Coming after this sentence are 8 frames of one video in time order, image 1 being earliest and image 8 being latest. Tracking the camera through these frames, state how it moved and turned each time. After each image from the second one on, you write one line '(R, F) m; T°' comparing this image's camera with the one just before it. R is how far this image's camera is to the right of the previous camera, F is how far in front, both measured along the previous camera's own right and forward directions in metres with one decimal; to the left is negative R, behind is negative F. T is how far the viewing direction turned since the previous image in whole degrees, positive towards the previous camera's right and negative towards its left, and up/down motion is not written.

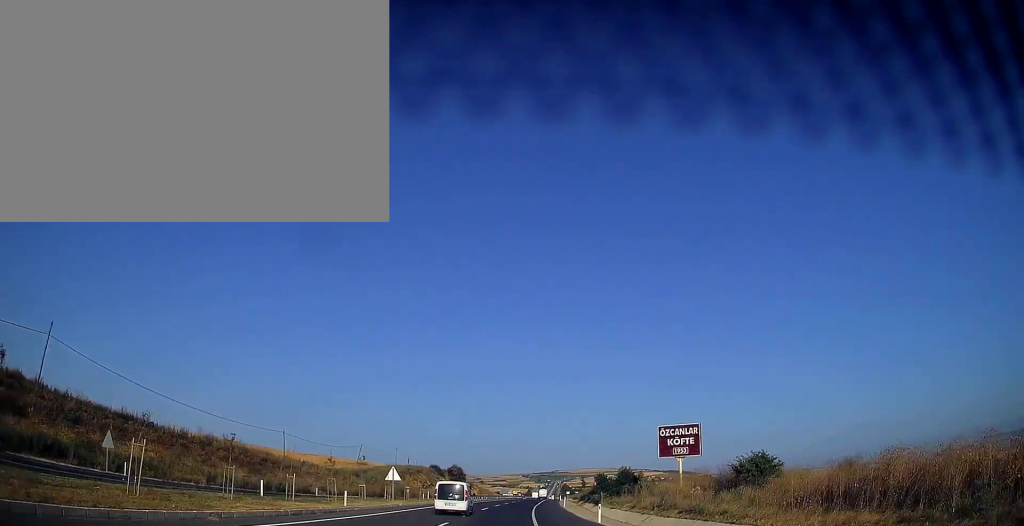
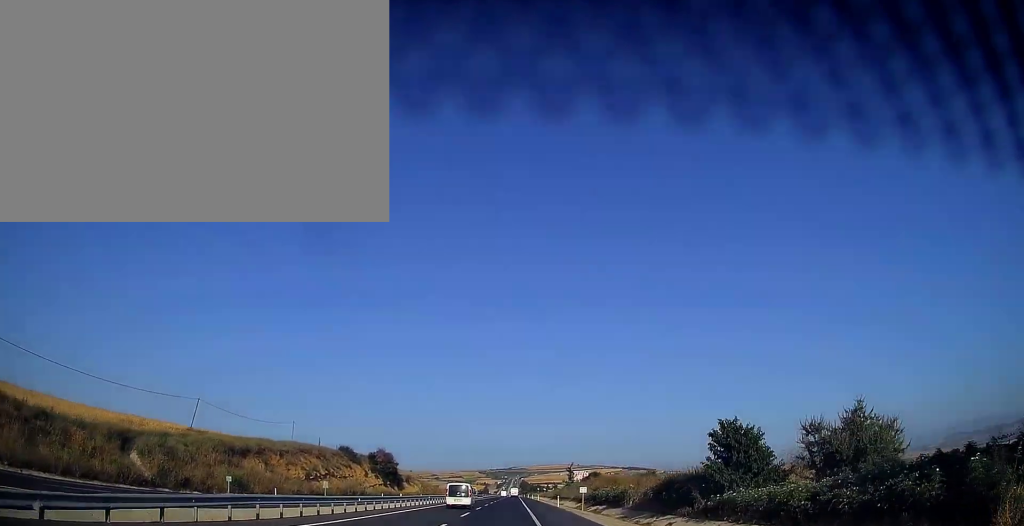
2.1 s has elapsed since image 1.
(+2.0, +60.7) m; +3°
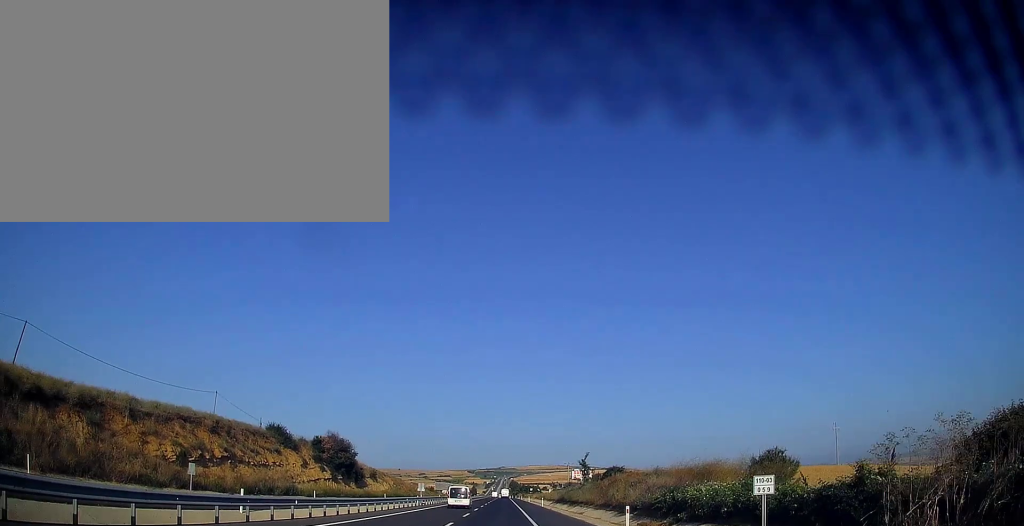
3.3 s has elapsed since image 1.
(+0.5, +33.1) m; +1°
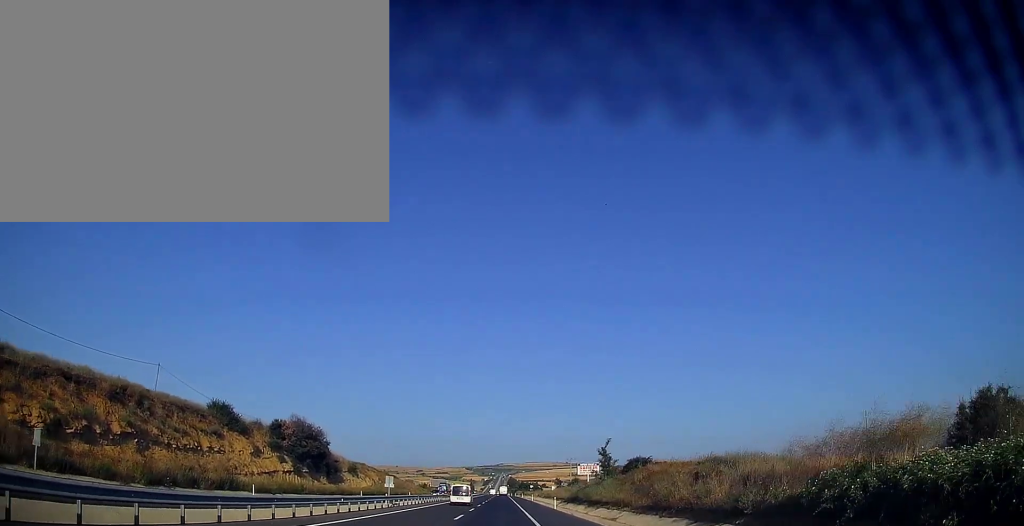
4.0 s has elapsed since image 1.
(+0.1, +18.8) m; 0°
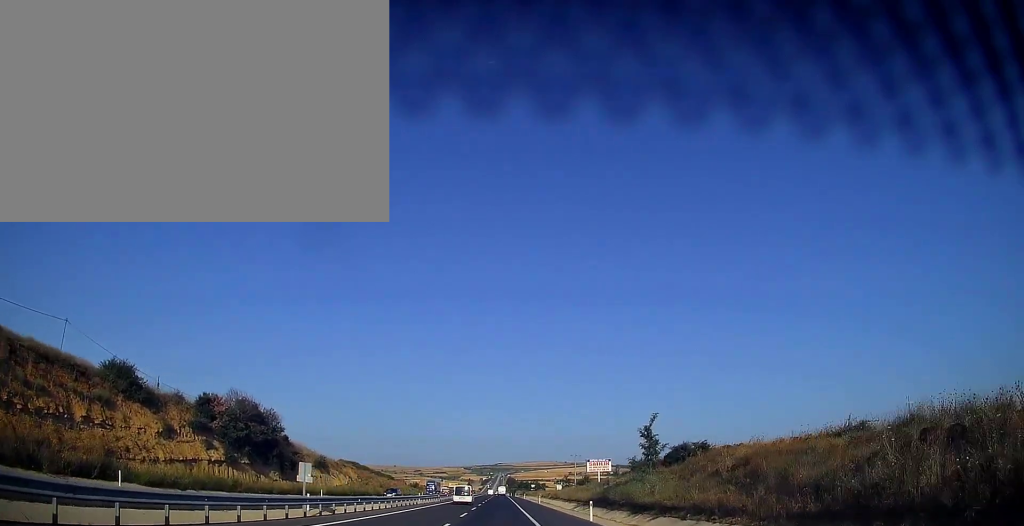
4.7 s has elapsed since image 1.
(+0.1, +20.8) m; 0°
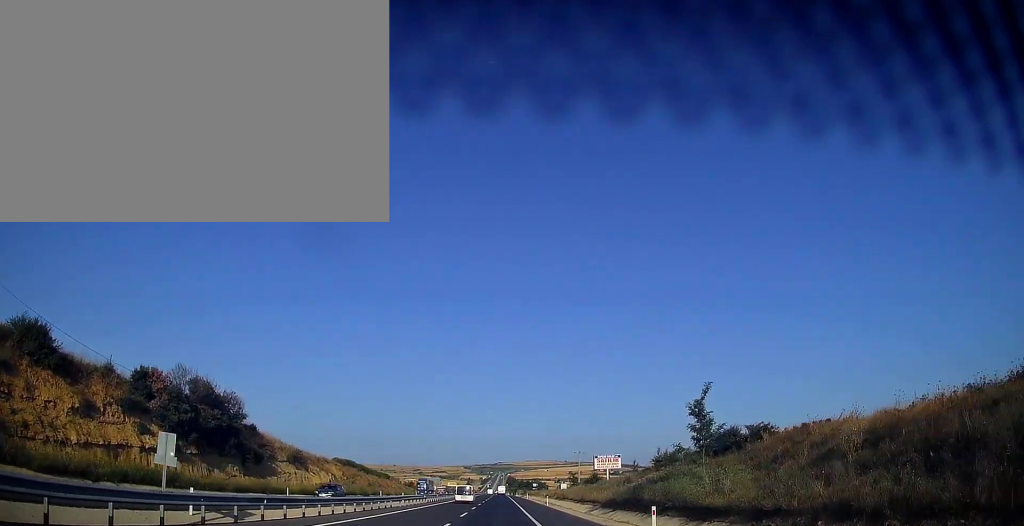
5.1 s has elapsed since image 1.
(+0.1, +12.3) m; 0°
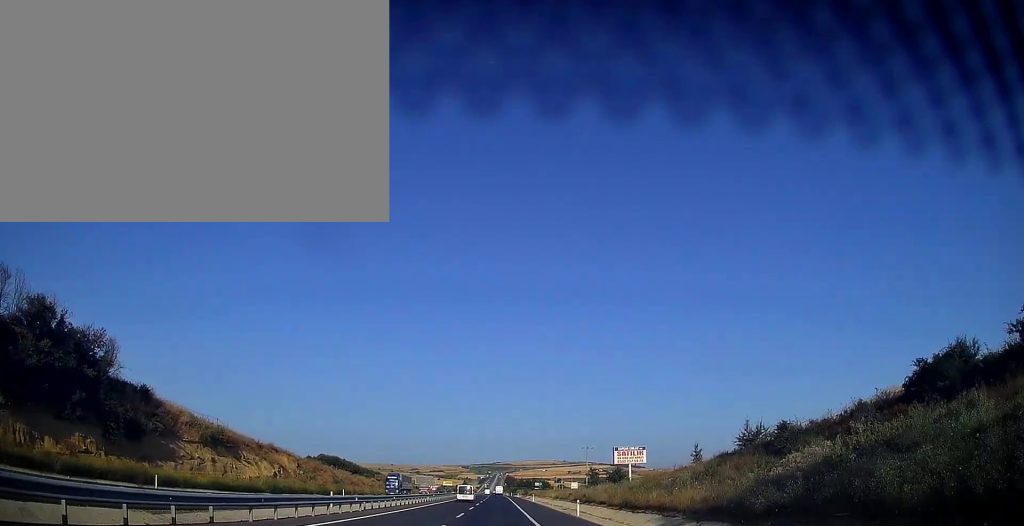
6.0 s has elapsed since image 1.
(-0.1, +25.5) m; 0°
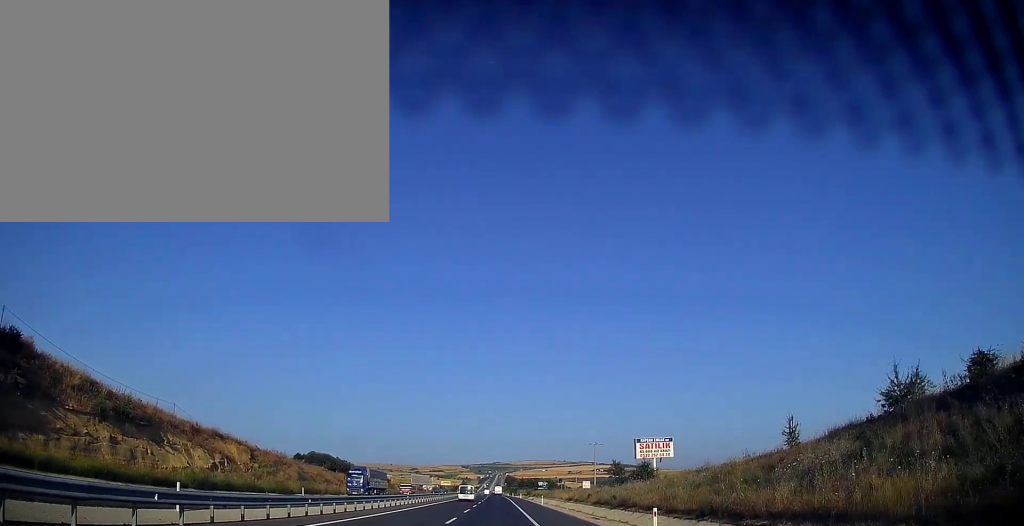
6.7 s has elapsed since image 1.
(0.0, +17.9) m; 0°
